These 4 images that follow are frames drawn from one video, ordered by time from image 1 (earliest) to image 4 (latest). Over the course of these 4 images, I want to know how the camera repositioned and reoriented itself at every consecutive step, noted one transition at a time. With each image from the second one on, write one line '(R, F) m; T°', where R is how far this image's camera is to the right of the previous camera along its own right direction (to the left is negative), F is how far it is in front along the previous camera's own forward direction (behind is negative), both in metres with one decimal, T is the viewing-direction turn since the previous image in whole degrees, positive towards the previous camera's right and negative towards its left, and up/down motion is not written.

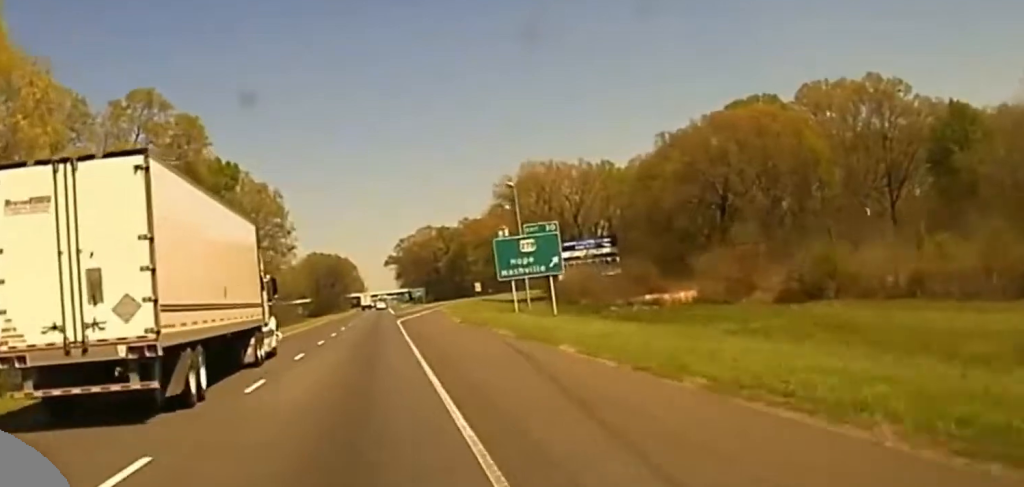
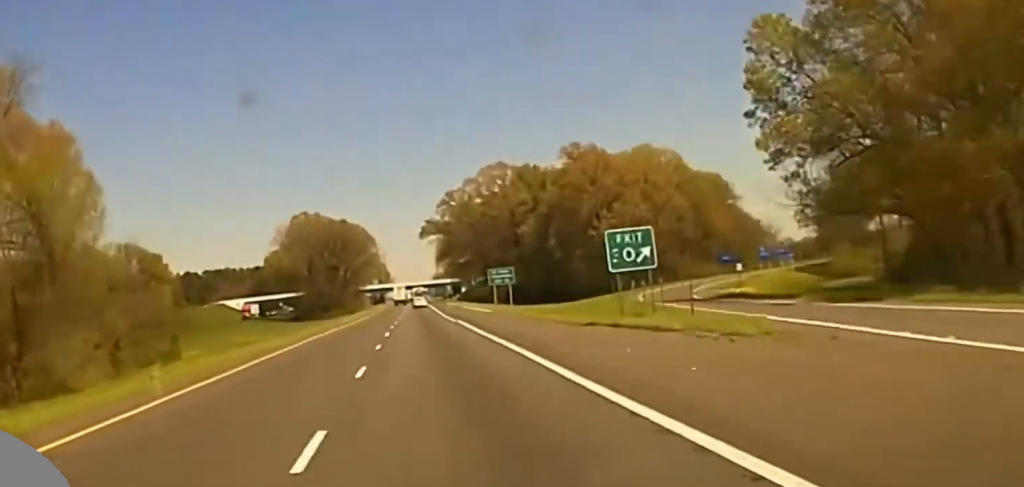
(-2.9, +183.6) m; -2°
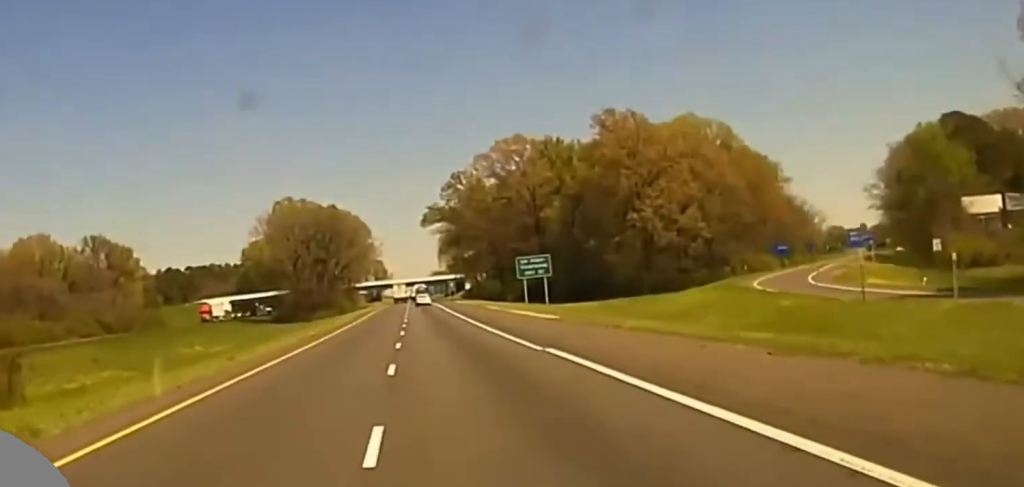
(+0.2, +35.1) m; 0°
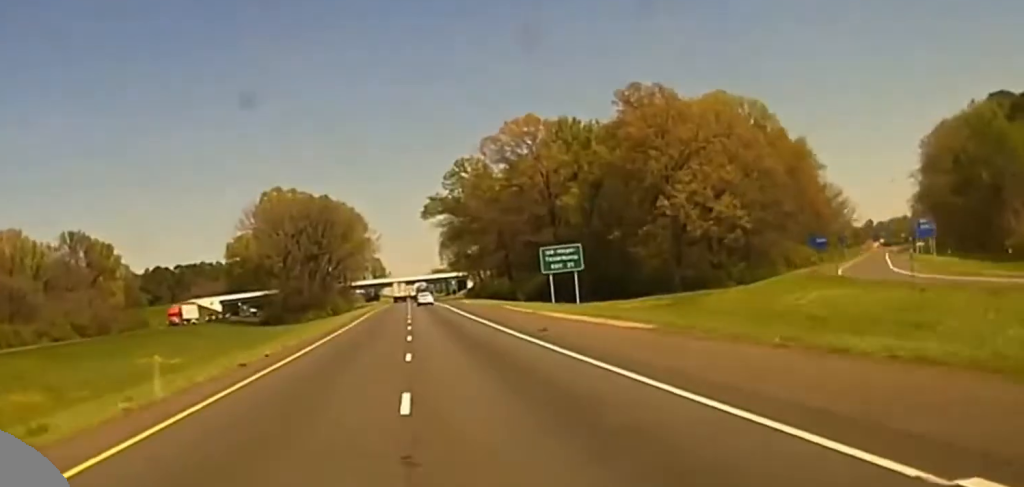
(0.0, +19.3) m; 0°
